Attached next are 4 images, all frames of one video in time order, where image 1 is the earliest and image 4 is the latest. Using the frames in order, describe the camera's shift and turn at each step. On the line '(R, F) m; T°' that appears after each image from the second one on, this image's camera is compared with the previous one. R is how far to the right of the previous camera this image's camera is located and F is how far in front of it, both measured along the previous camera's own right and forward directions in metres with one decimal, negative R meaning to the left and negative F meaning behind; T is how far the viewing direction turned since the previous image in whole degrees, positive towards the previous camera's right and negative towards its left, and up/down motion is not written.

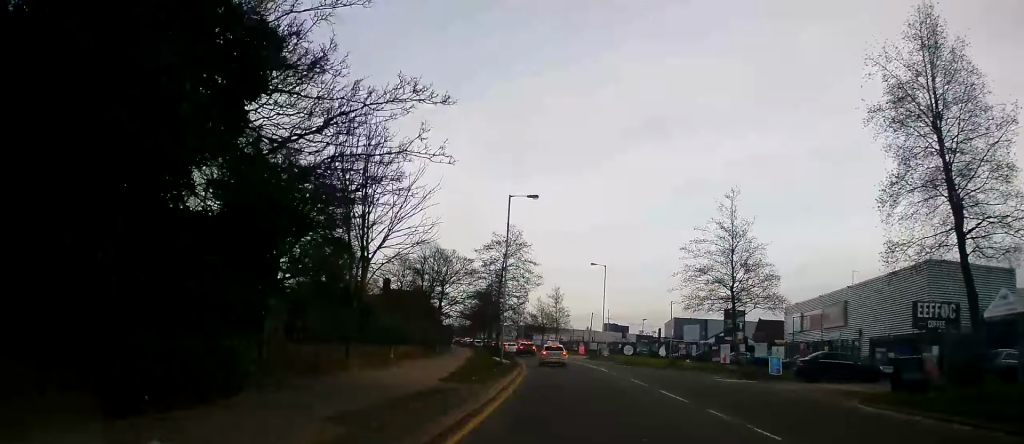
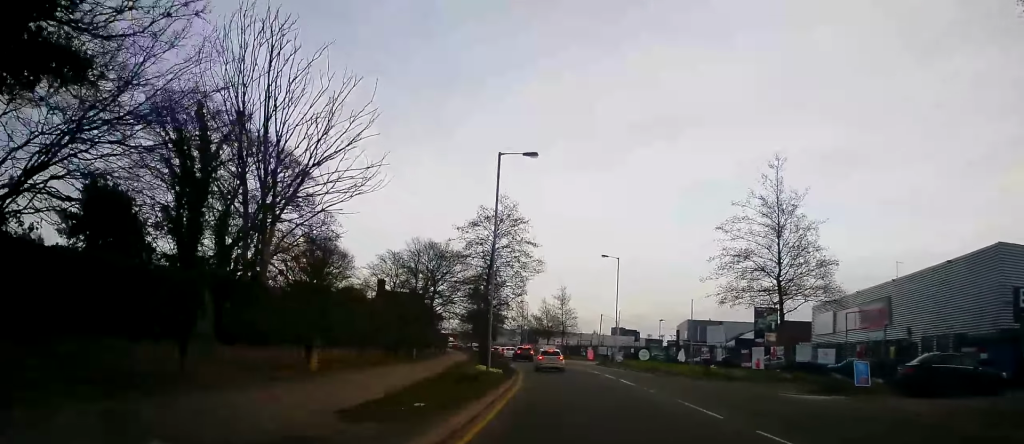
(-0.1, +9.2) m; -1°
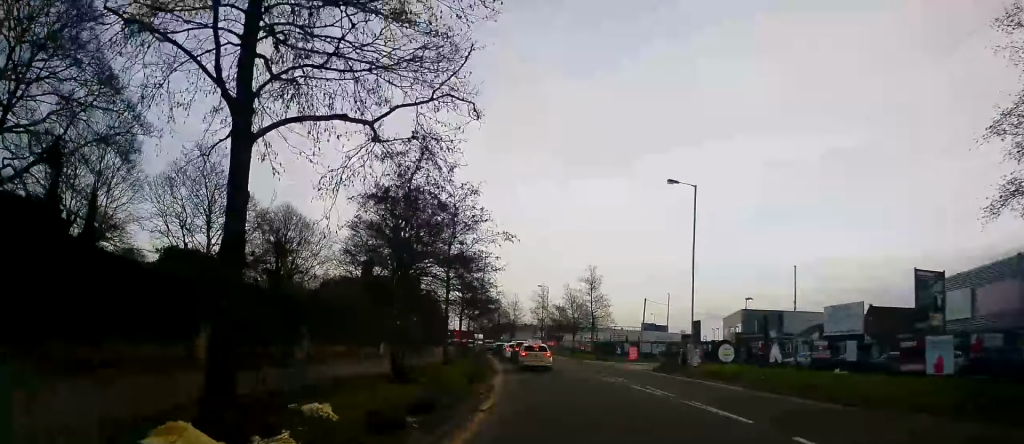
(-0.5, +25.9) m; -5°
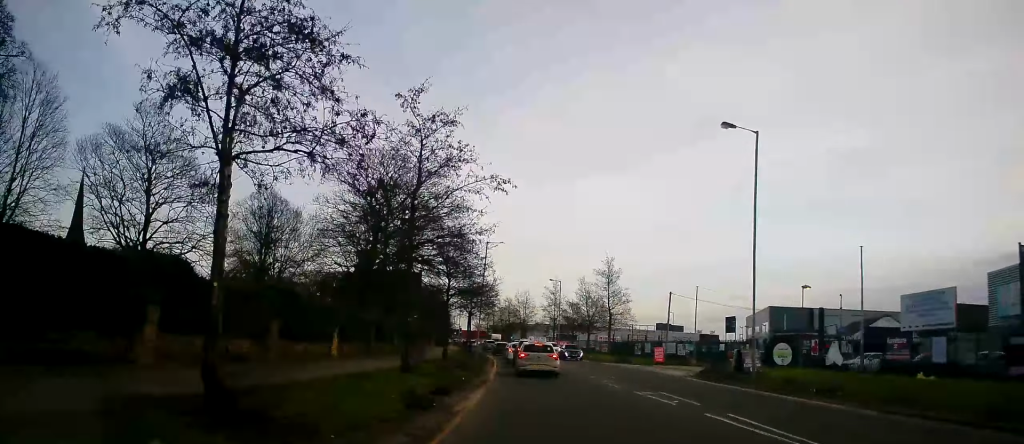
(-0.3, +9.0) m; +3°
